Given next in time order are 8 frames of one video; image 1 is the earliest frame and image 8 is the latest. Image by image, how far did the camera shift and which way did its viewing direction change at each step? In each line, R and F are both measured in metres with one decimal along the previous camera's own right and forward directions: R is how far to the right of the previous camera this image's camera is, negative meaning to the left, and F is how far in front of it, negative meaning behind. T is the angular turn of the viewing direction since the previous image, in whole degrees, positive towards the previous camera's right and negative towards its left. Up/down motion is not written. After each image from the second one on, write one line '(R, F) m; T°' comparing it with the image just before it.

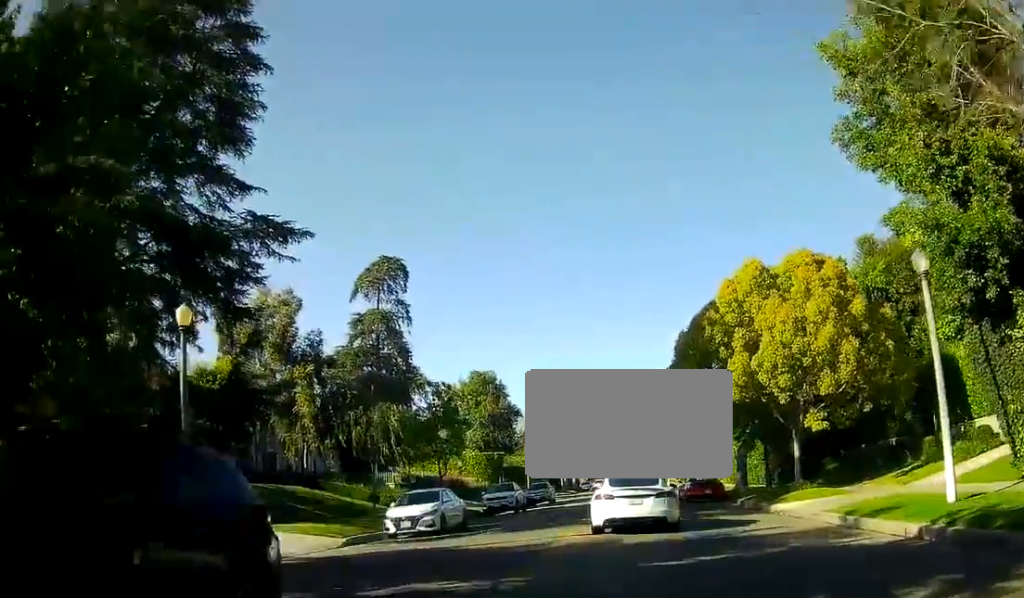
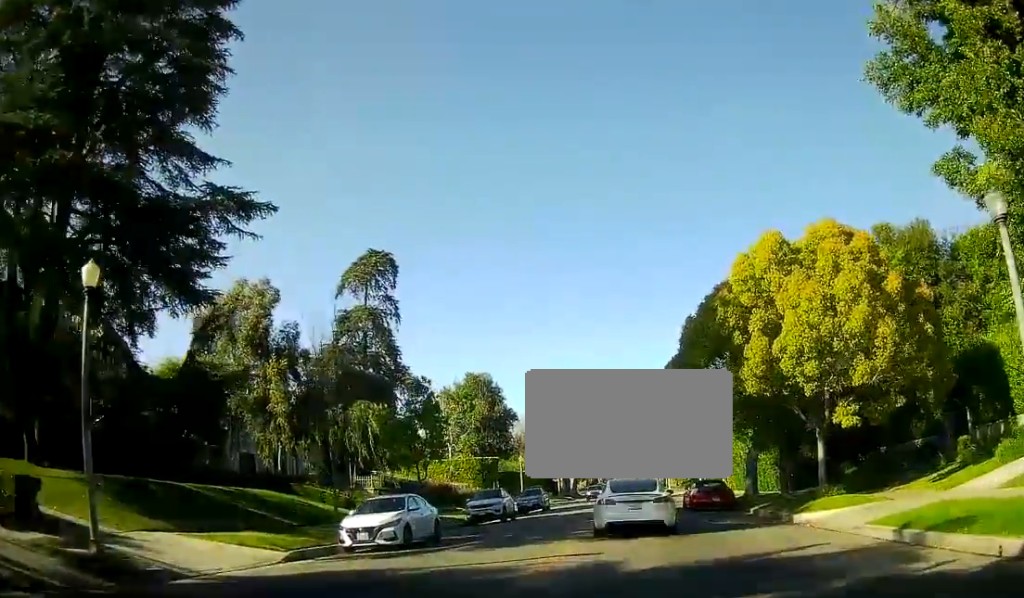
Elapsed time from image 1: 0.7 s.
(+0.2, +4.6) m; +2°
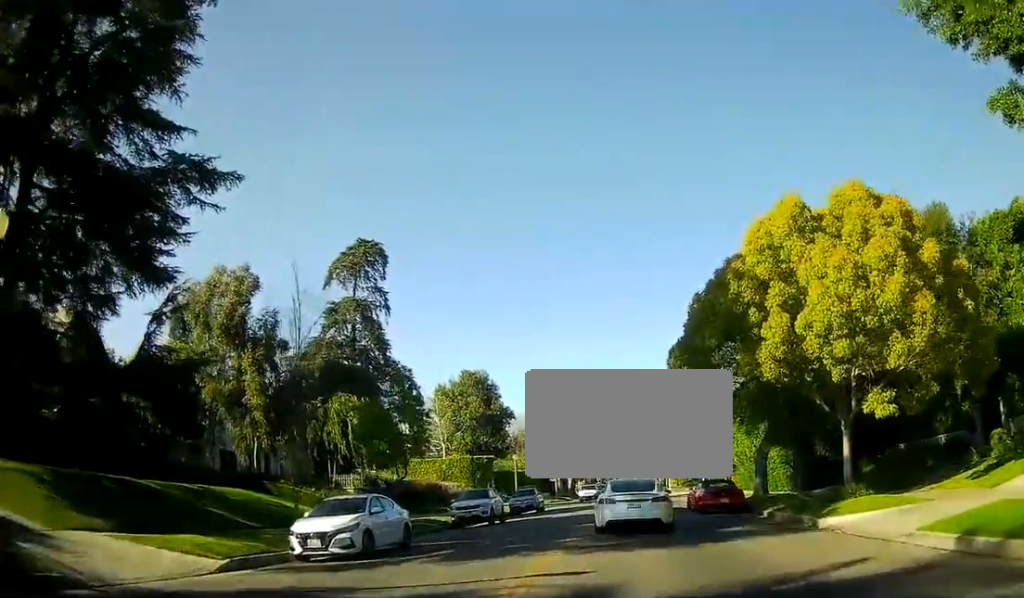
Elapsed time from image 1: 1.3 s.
(+0.1, +3.4) m; +2°
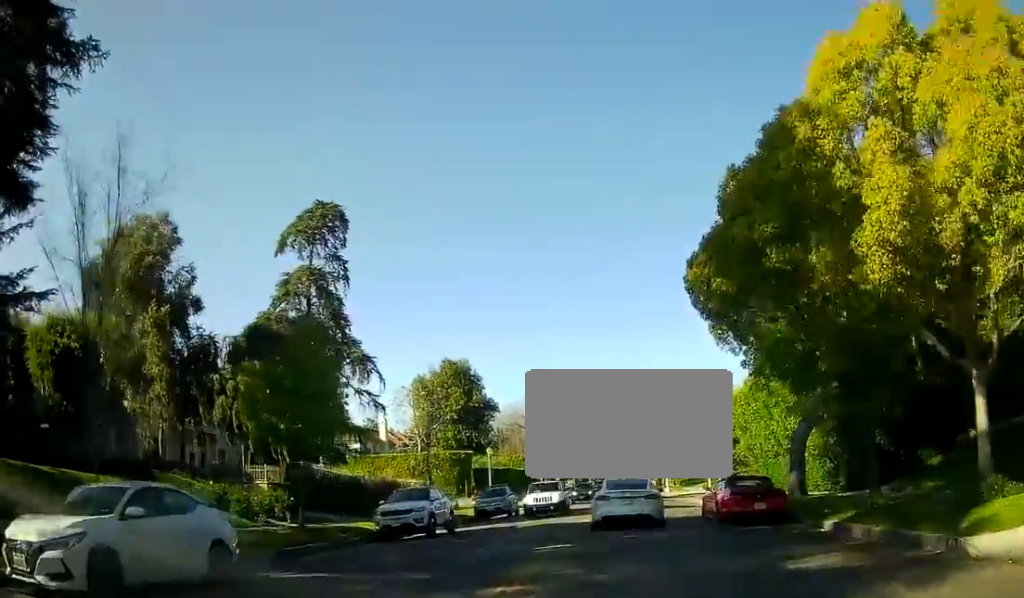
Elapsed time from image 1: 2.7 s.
(+0.8, +10.1) m; +4°
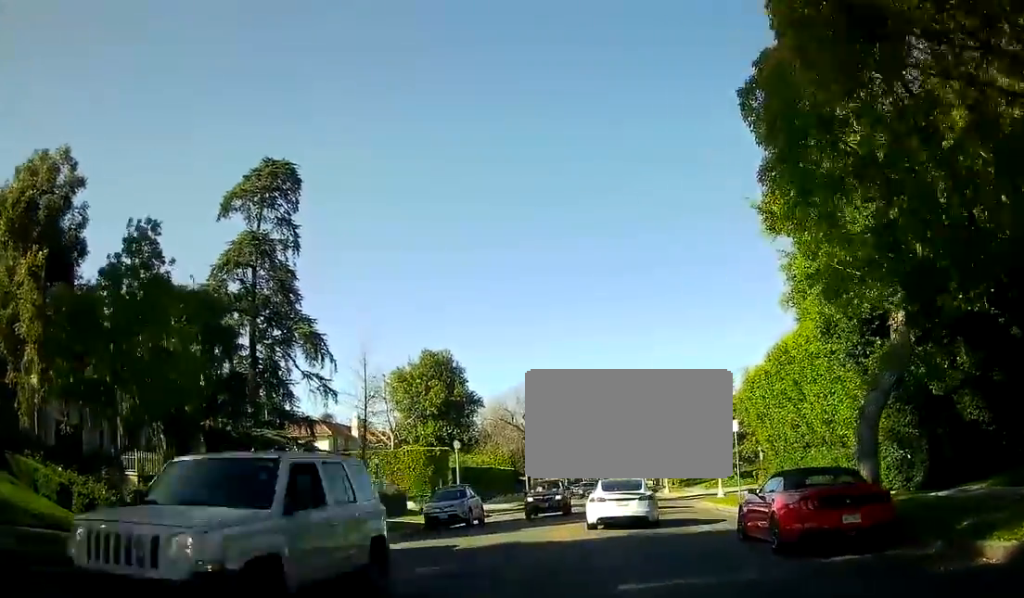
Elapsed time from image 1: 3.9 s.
(-0.5, +8.9) m; -6°
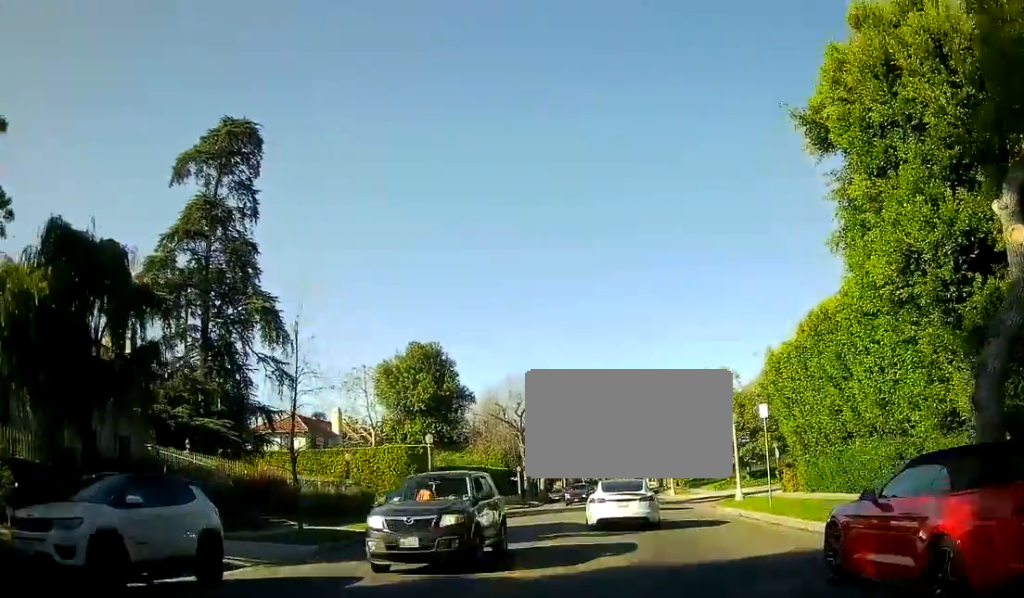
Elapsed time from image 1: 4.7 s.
(-0.2, +6.6) m; -2°
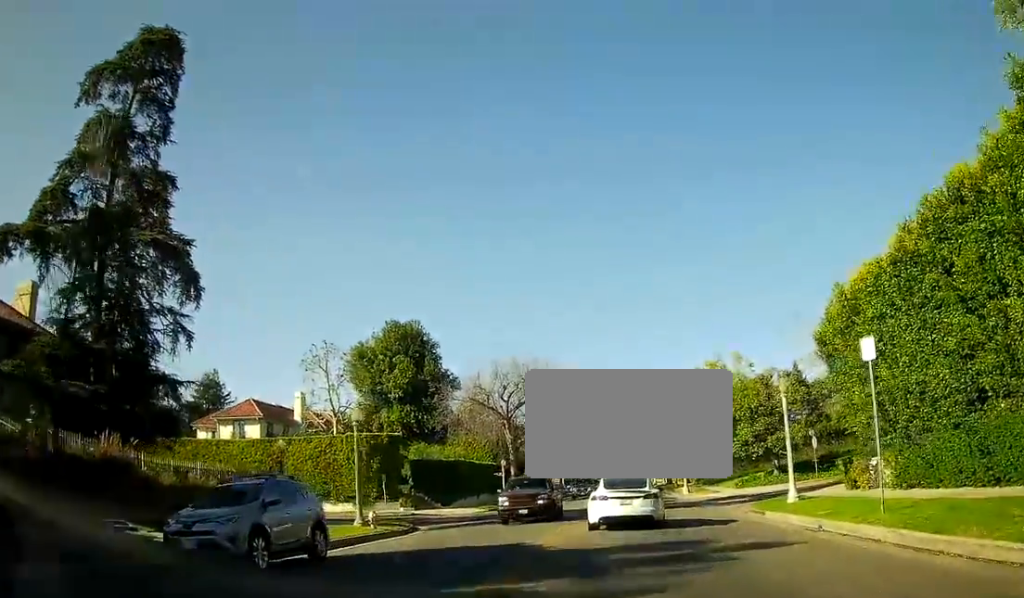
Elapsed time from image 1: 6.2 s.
(-0.1, +11.7) m; 0°
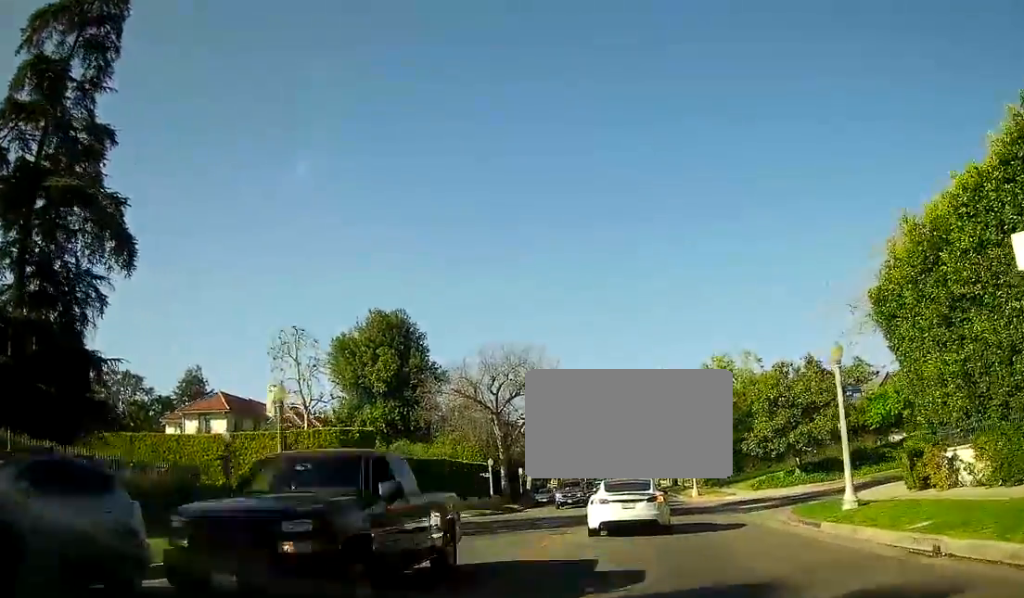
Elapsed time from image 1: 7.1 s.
(0.0, +6.4) m; 0°
